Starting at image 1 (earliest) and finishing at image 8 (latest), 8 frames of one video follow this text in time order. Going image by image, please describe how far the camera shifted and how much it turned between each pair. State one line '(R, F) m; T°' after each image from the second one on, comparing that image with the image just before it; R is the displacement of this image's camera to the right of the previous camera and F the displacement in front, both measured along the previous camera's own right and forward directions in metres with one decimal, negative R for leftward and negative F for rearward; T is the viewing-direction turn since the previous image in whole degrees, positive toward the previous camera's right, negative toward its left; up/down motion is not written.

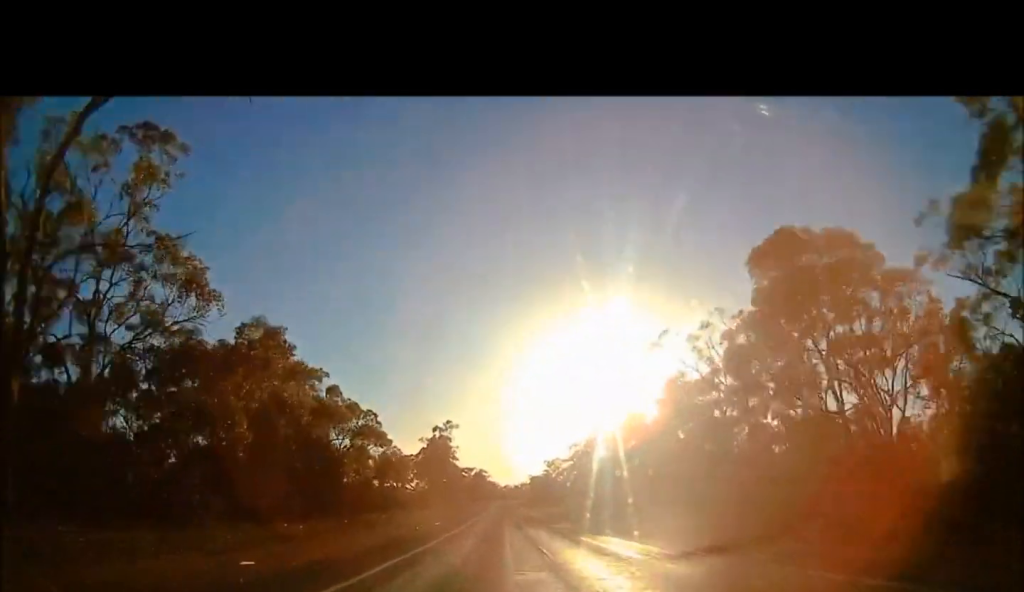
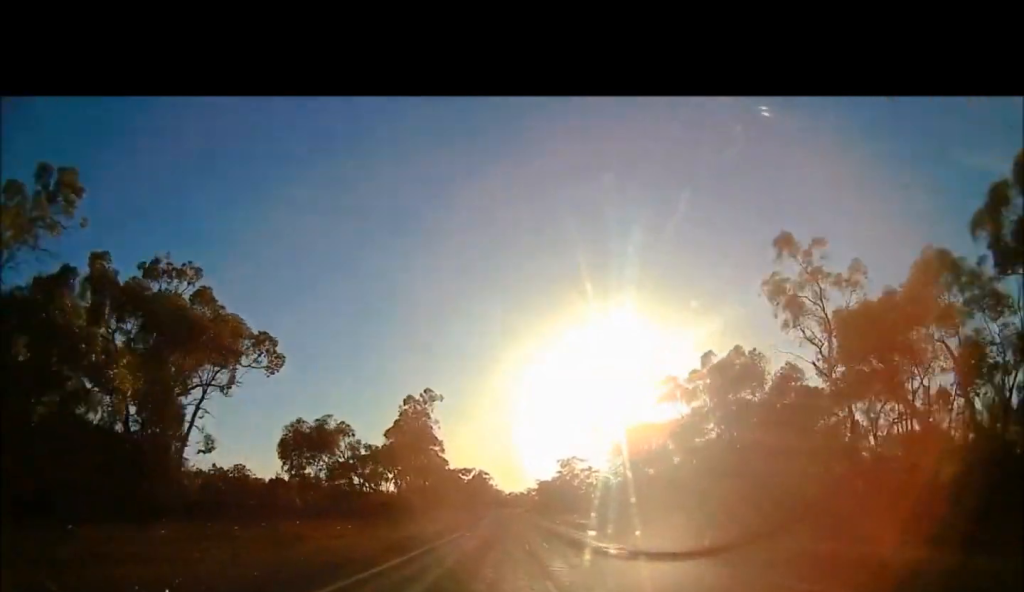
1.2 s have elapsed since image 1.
(+0.6, +40.0) m; +3°
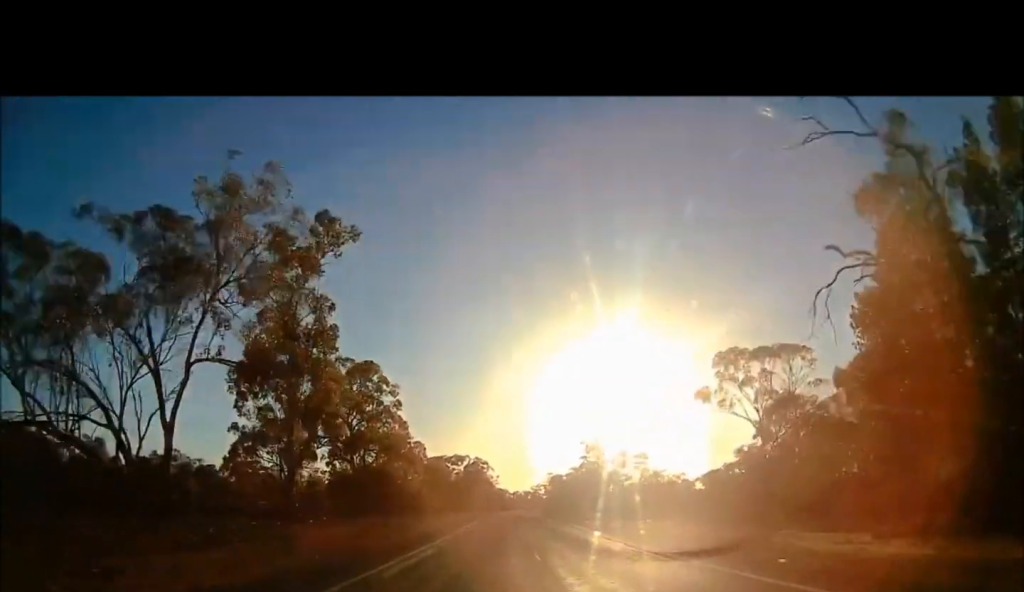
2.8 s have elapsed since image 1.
(0.0, +52.2) m; -2°
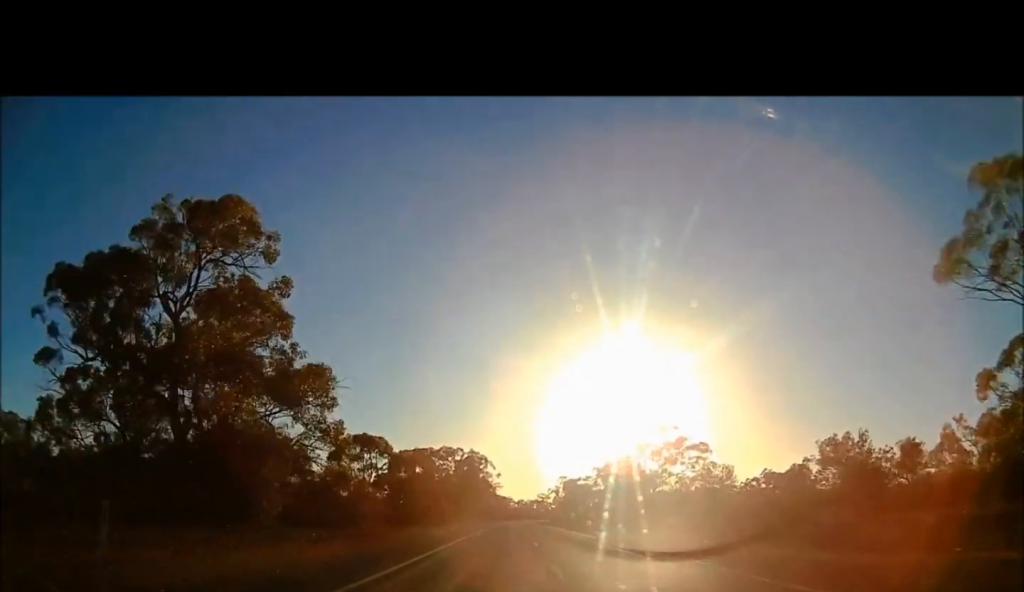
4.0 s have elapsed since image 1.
(-0.4, +39.4) m; -1°
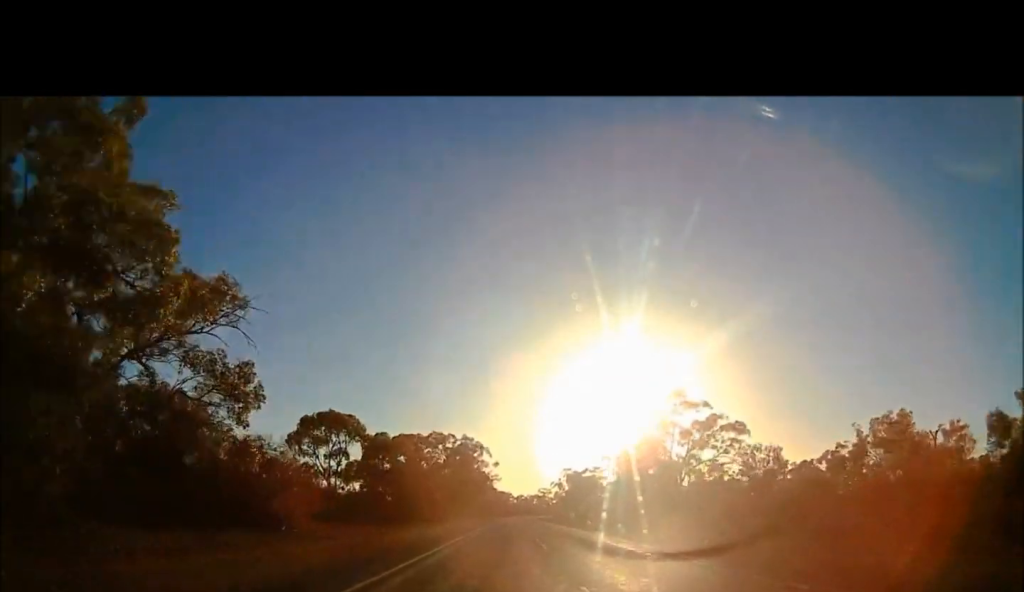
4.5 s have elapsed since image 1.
(0.0, +16.5) m; 0°
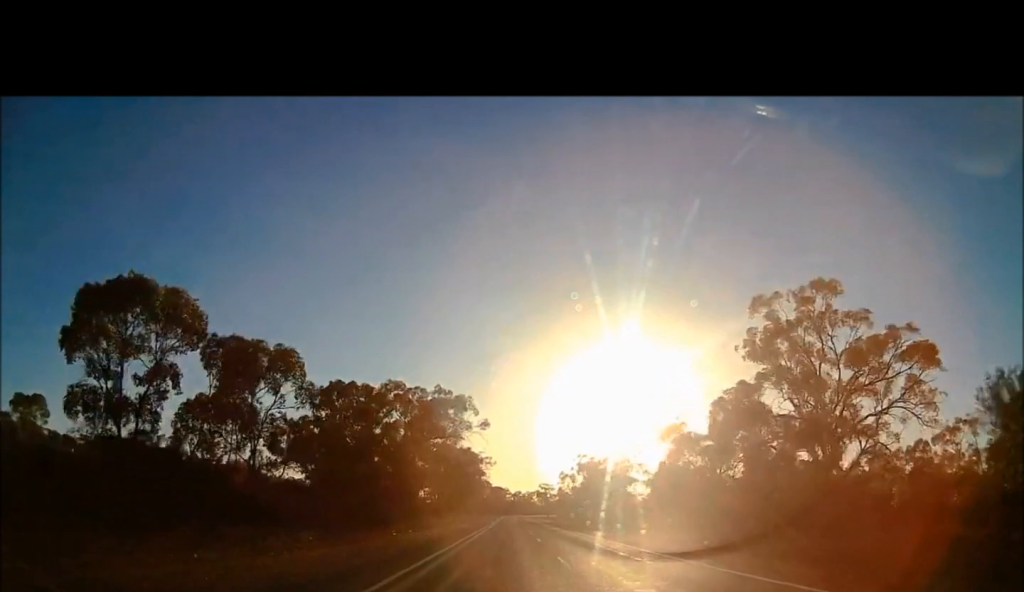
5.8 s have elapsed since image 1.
(0.0, +41.0) m; 0°
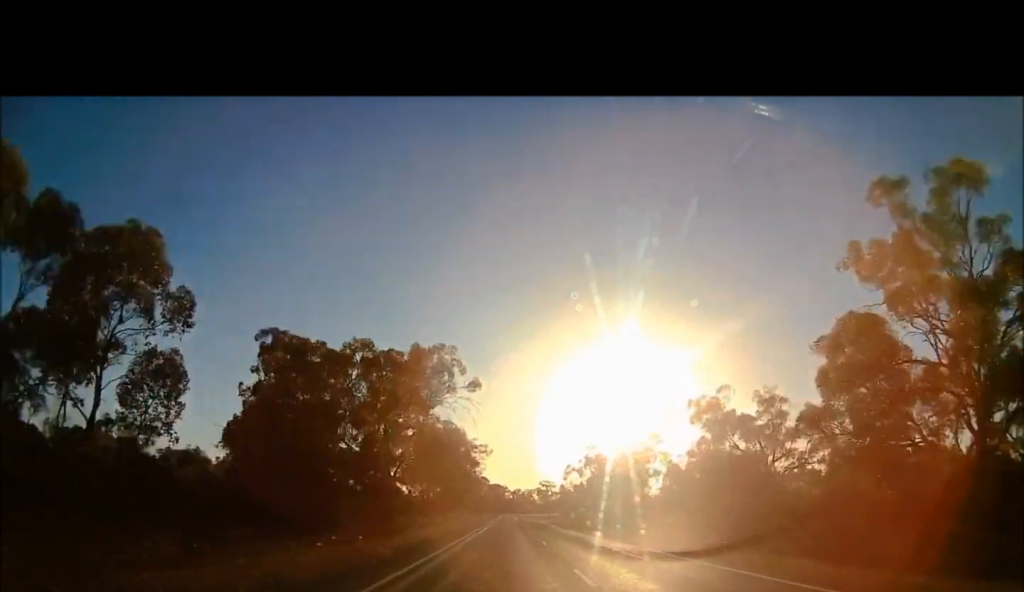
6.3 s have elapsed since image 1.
(0.0, +16.7) m; 0°
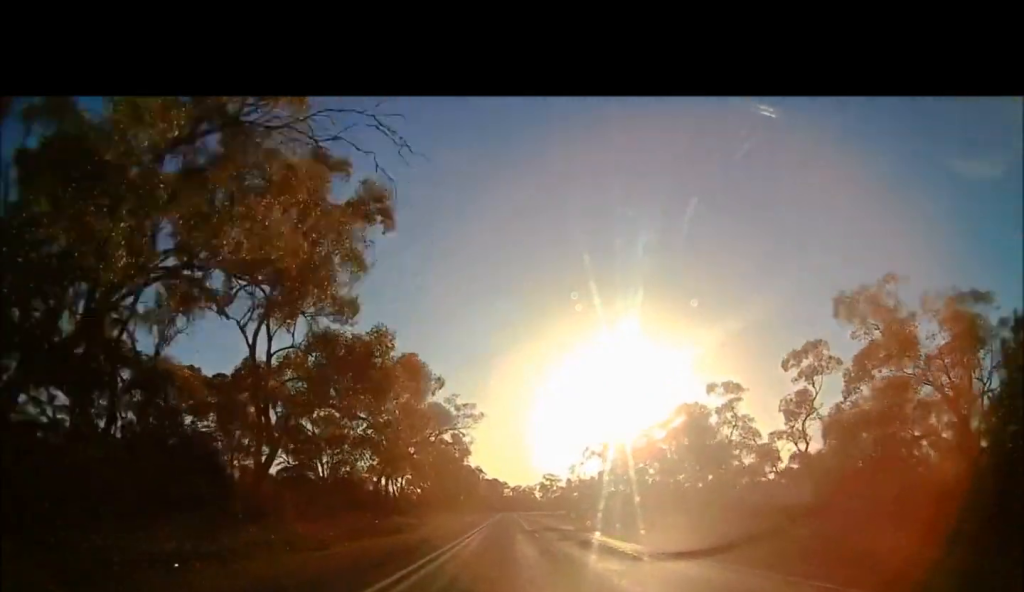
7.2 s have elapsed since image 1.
(0.0, +30.1) m; 0°
